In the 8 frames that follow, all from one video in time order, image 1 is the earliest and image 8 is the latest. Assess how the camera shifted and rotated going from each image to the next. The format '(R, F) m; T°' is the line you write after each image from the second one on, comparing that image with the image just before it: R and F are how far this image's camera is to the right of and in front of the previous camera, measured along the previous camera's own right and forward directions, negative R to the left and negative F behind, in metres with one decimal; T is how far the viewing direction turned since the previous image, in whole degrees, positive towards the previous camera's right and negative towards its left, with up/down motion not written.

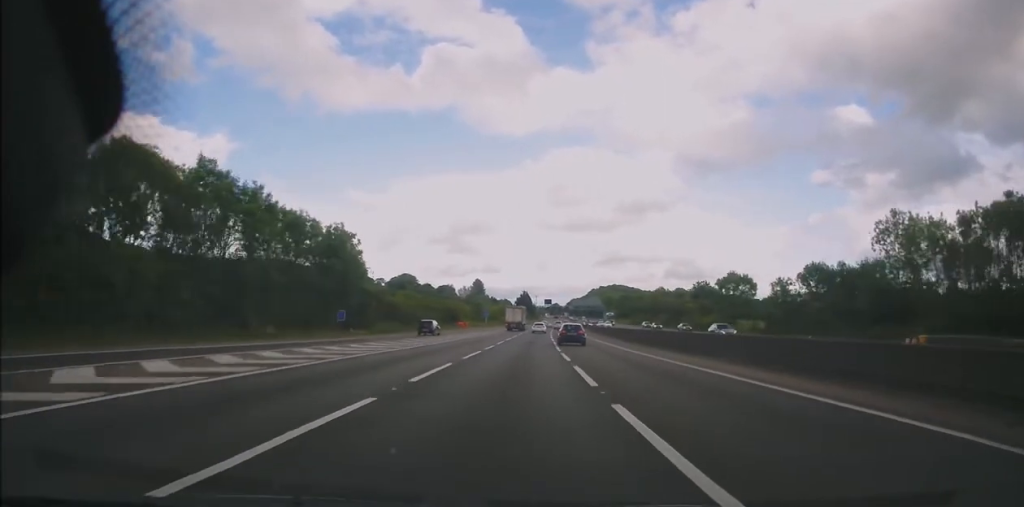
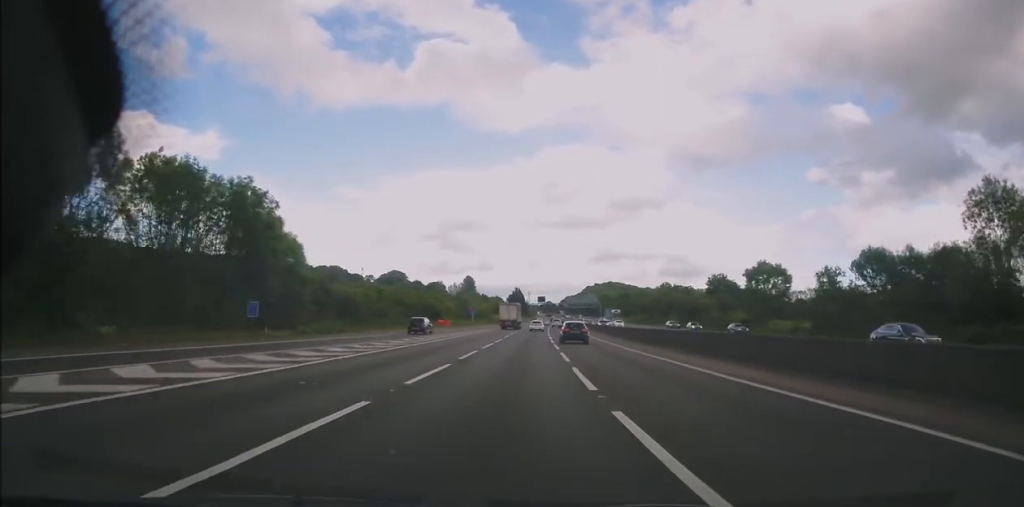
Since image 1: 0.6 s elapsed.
(-0.1, +18.2) m; +1°
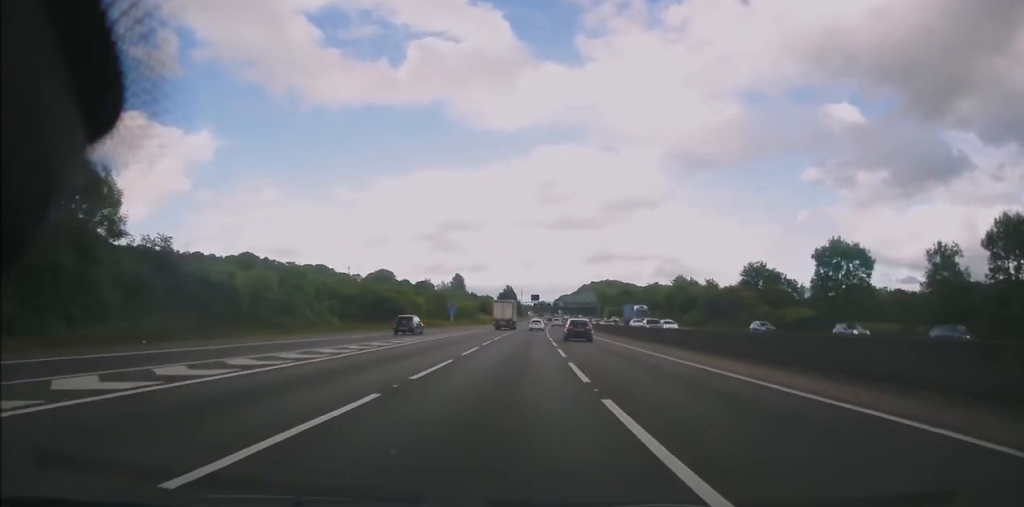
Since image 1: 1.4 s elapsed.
(+0.4, +25.8) m; +2°
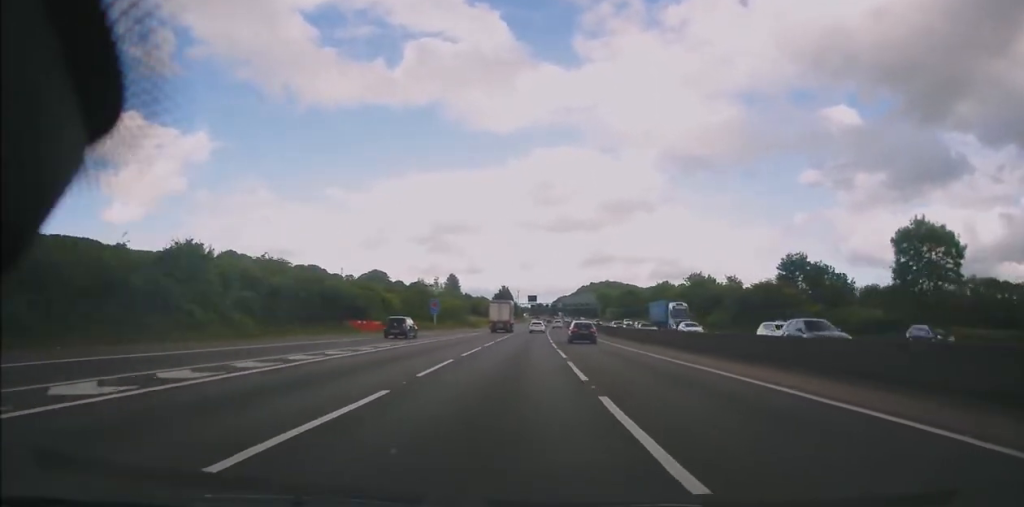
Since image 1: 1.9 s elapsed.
(+0.1, +17.2) m; +1°
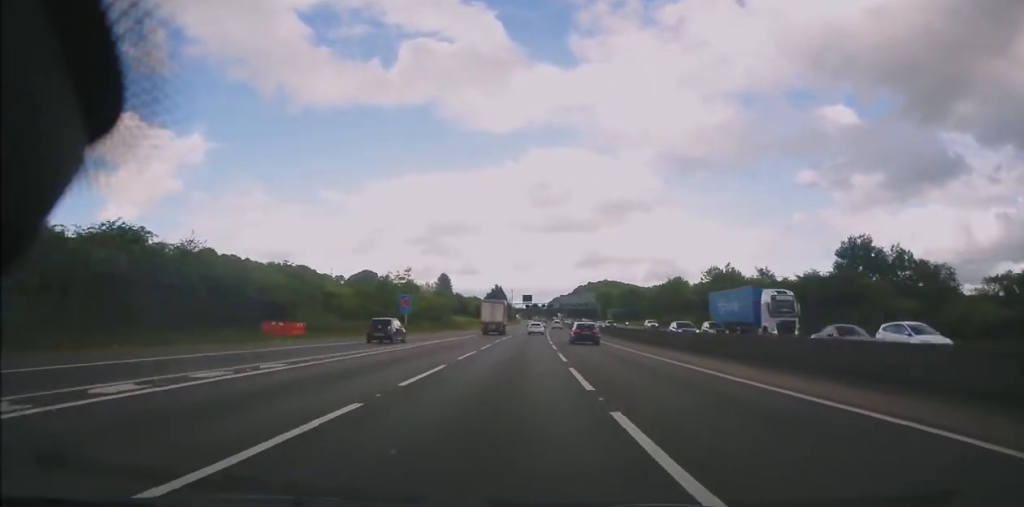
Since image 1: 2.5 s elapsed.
(+0.3, +19.4) m; 0°
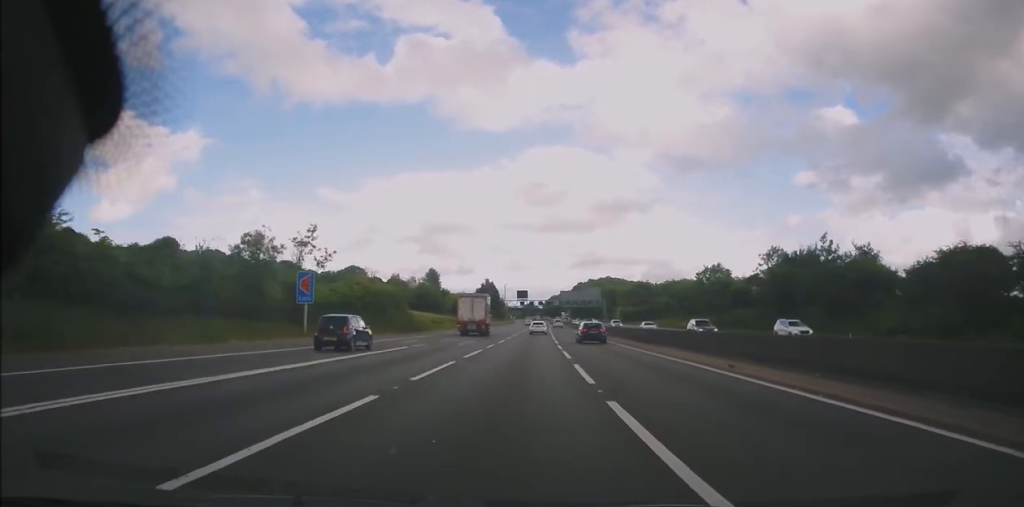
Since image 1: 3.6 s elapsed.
(-0.4, +34.7) m; 0°
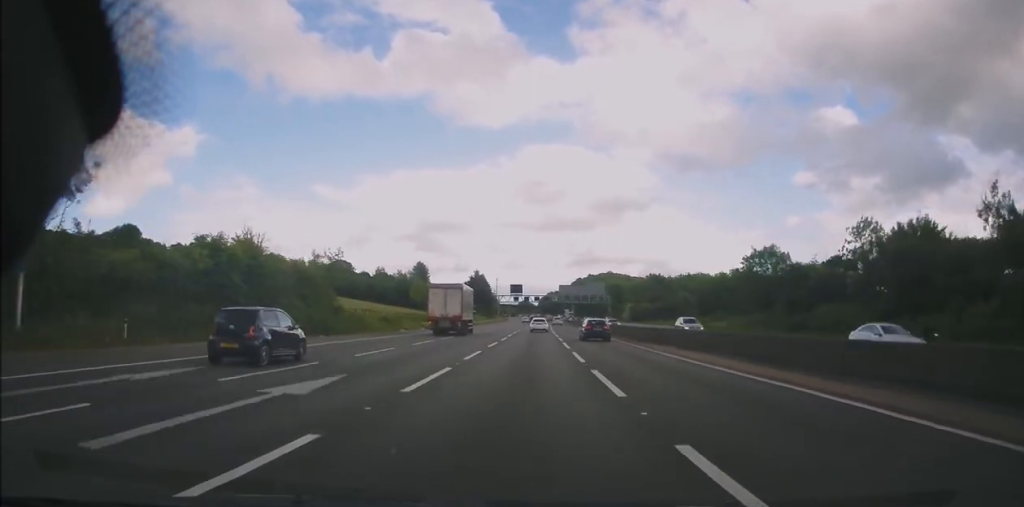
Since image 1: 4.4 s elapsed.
(+0.3, +28.5) m; +1°
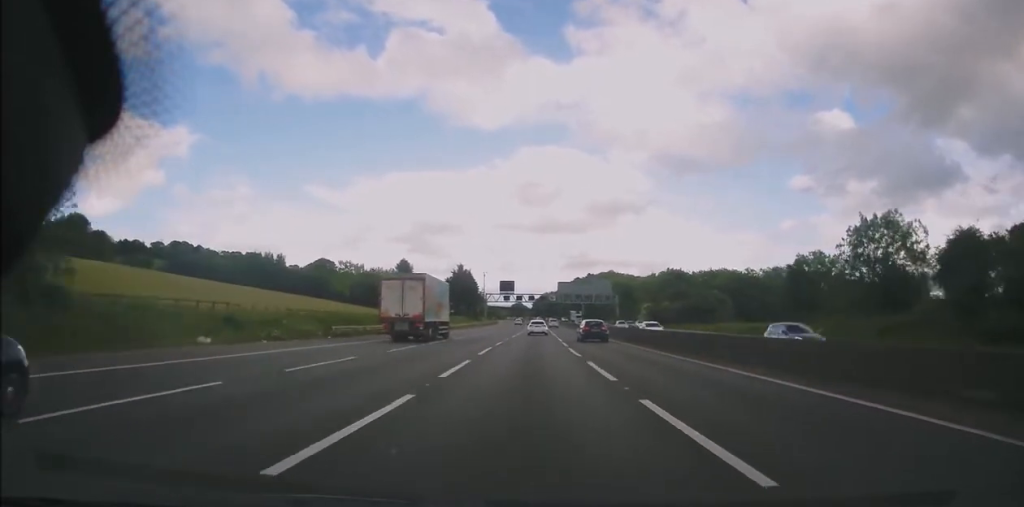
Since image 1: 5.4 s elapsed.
(+0.1, +32.8) m; +1°
